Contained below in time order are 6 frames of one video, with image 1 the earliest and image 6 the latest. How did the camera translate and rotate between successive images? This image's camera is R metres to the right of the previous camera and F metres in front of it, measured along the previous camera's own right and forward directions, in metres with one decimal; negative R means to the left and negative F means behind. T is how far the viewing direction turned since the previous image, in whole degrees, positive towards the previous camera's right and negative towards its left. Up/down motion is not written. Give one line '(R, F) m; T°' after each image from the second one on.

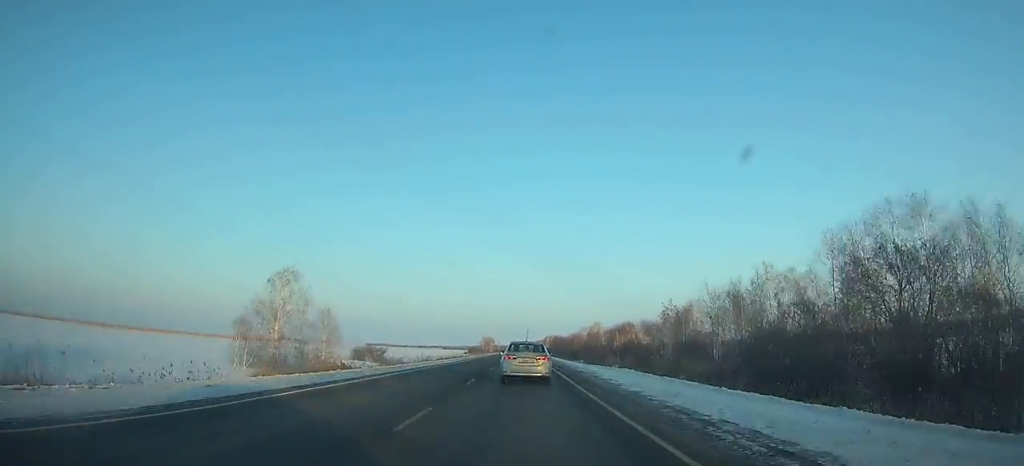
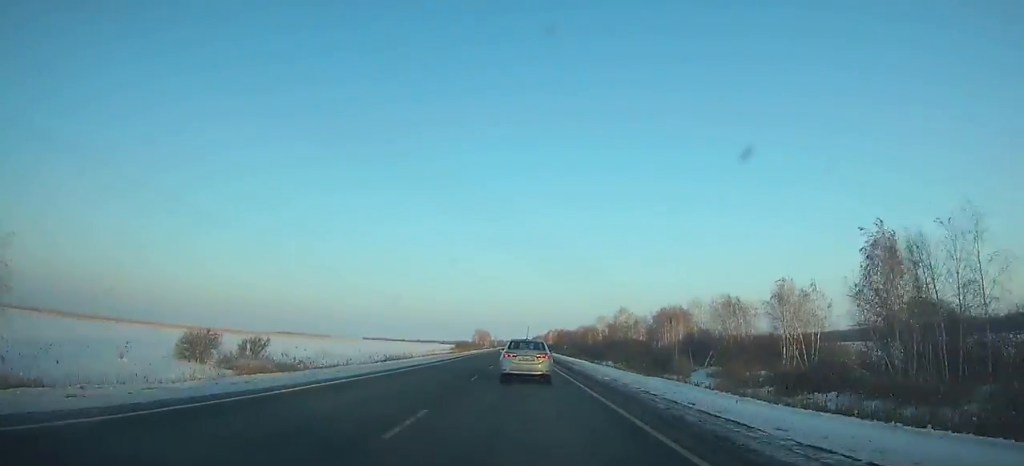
(0.0, +48.0) m; 0°
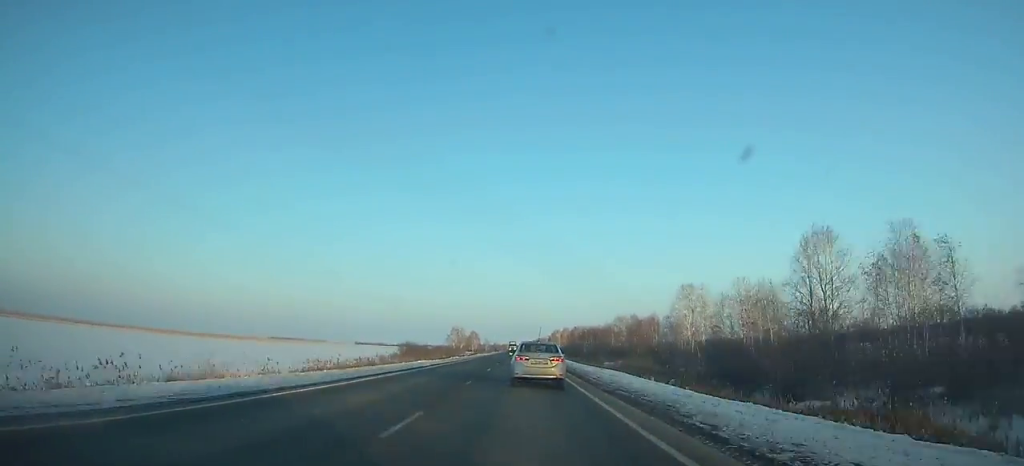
(-0.2, +94.8) m; 0°
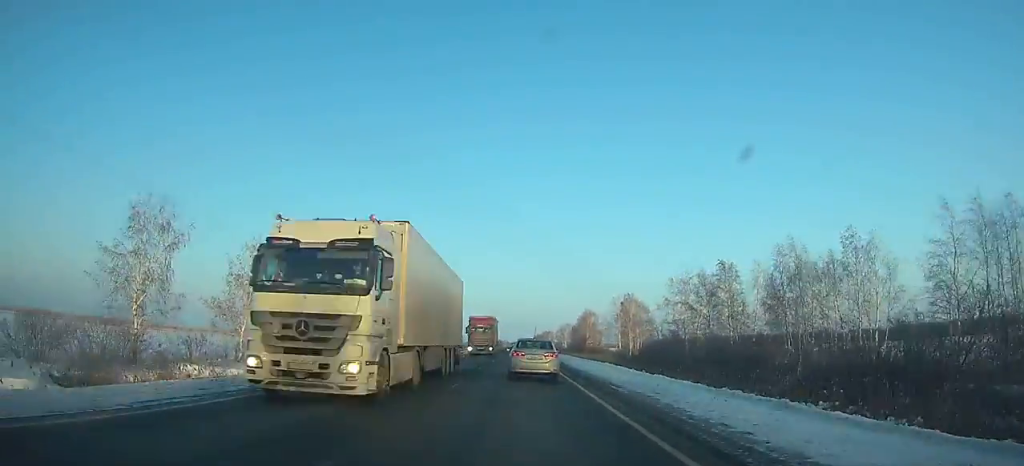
(-0.3, +170.2) m; 0°
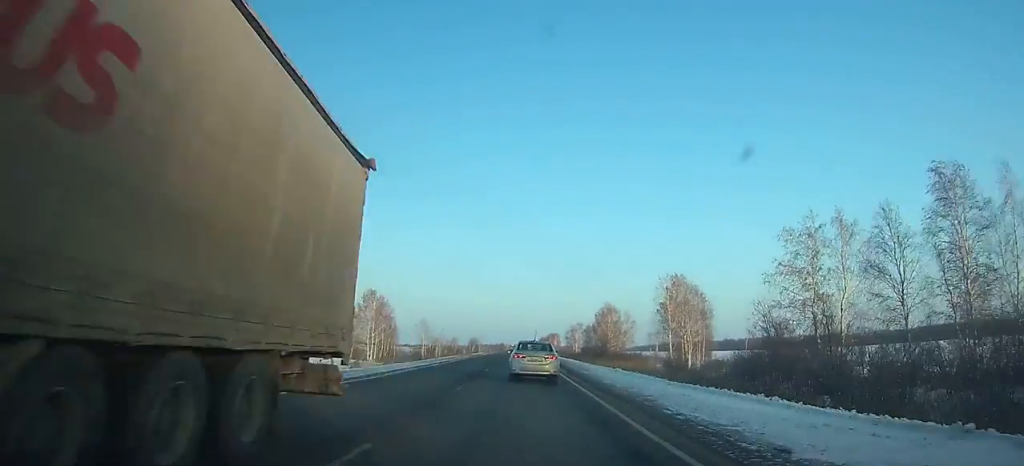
(0.0, +34.7) m; 0°
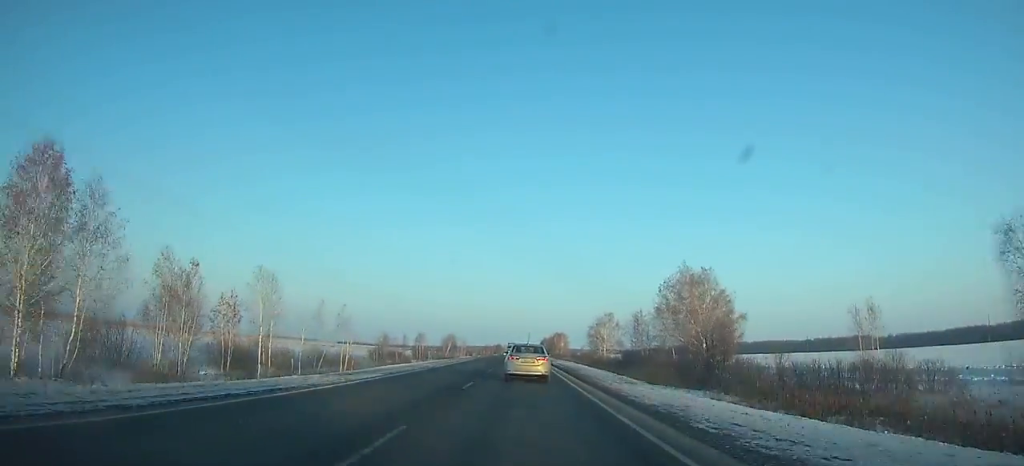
(+0.2, +70.3) m; 0°
